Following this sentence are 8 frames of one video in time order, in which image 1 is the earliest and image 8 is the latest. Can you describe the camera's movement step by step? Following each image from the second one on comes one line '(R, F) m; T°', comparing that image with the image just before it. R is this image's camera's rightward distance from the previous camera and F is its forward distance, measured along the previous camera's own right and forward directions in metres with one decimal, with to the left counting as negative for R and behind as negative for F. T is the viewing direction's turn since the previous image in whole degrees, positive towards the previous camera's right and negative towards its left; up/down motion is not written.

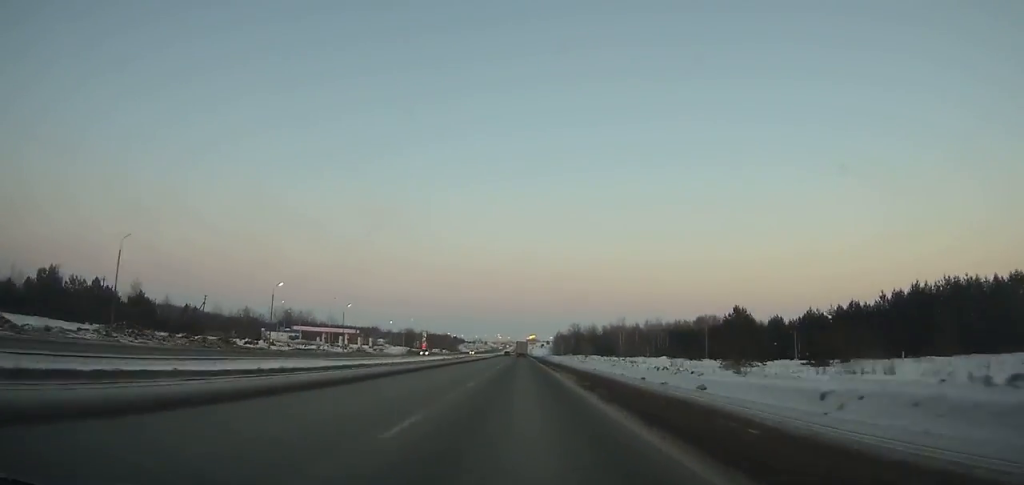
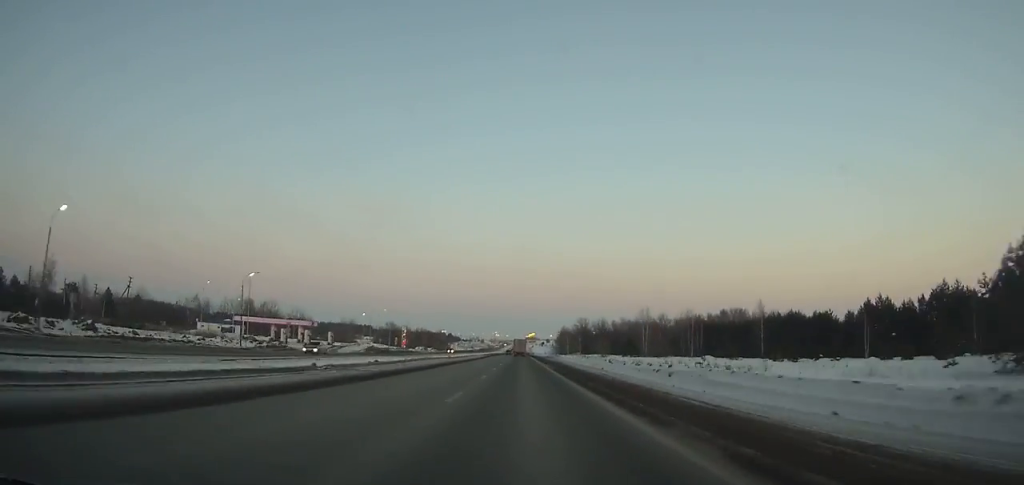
(0.0, +42.5) m; 0°
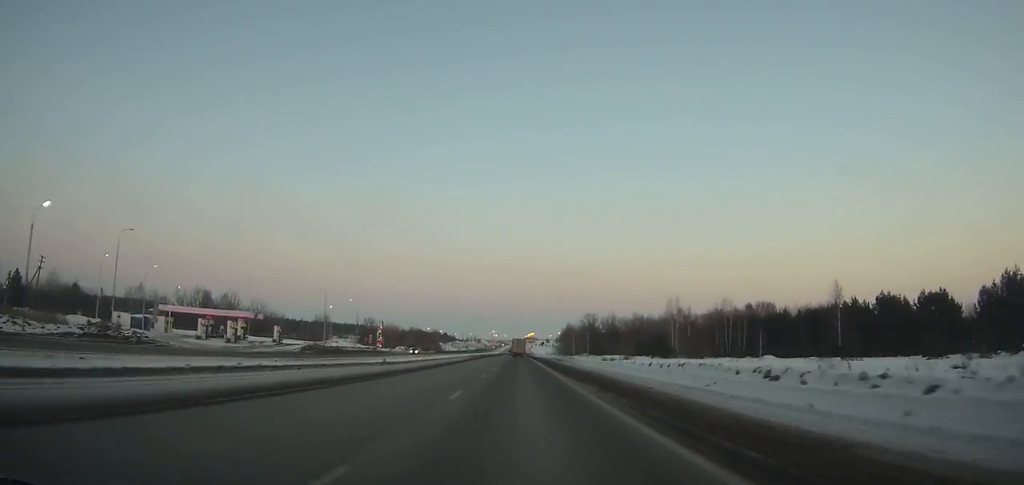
(+0.1, +34.6) m; 0°
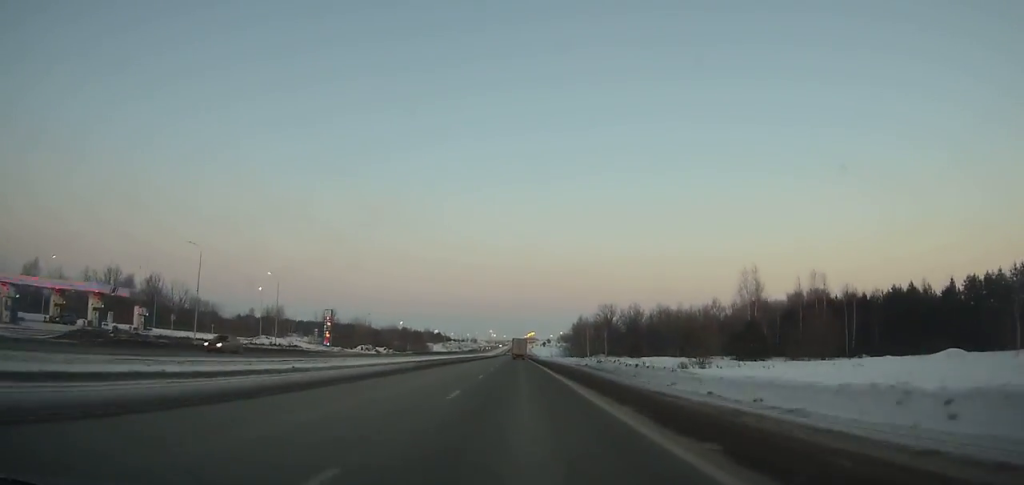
(0.0, +47.9) m; 0°
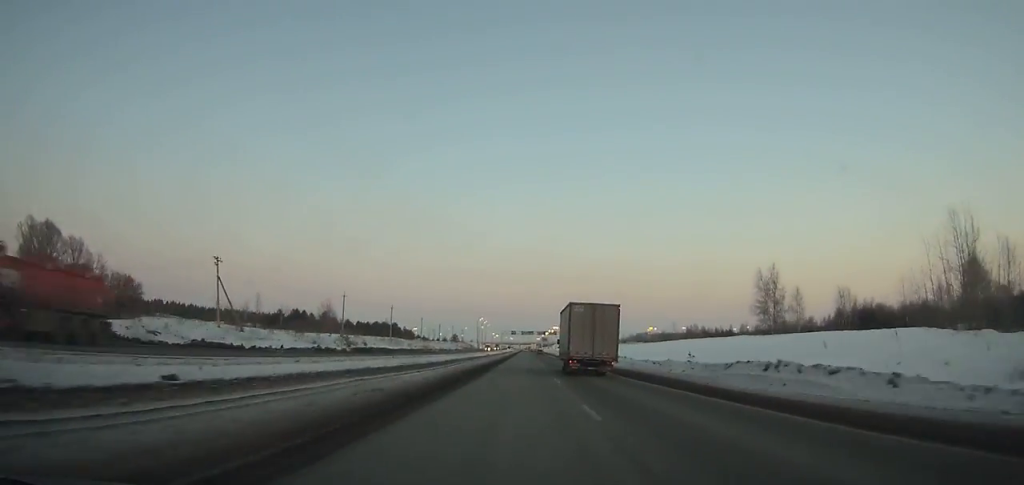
(-2.6, +265.3) m; 0°
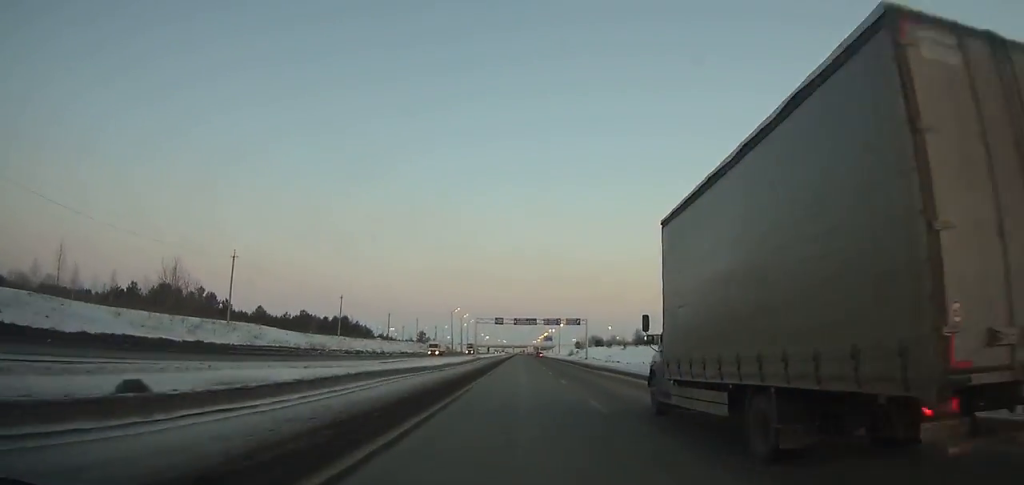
(+0.5, +94.0) m; 0°
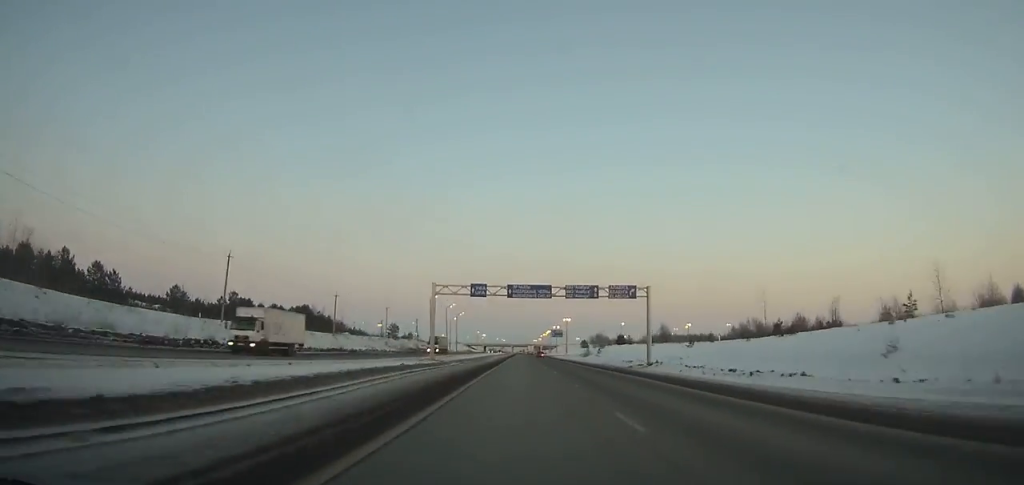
(0.0, +51.4) m; 0°
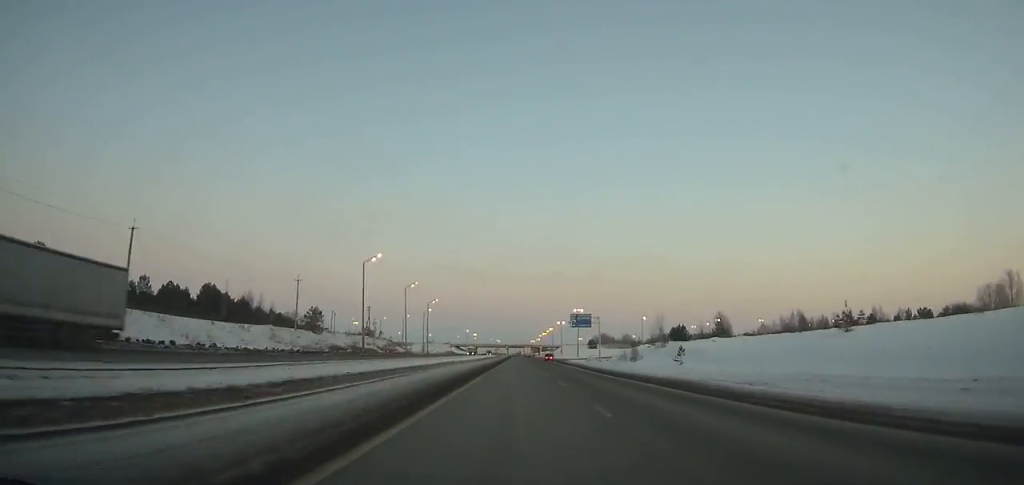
(0.0, +68.1) m; 0°
